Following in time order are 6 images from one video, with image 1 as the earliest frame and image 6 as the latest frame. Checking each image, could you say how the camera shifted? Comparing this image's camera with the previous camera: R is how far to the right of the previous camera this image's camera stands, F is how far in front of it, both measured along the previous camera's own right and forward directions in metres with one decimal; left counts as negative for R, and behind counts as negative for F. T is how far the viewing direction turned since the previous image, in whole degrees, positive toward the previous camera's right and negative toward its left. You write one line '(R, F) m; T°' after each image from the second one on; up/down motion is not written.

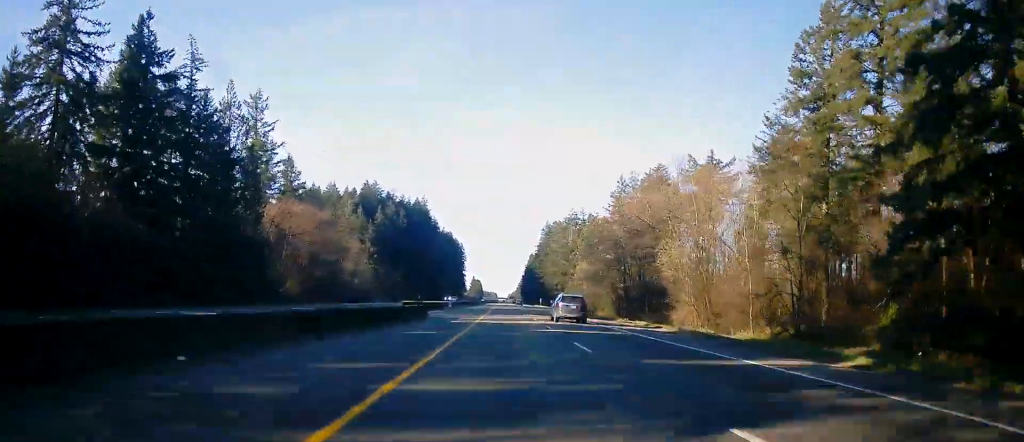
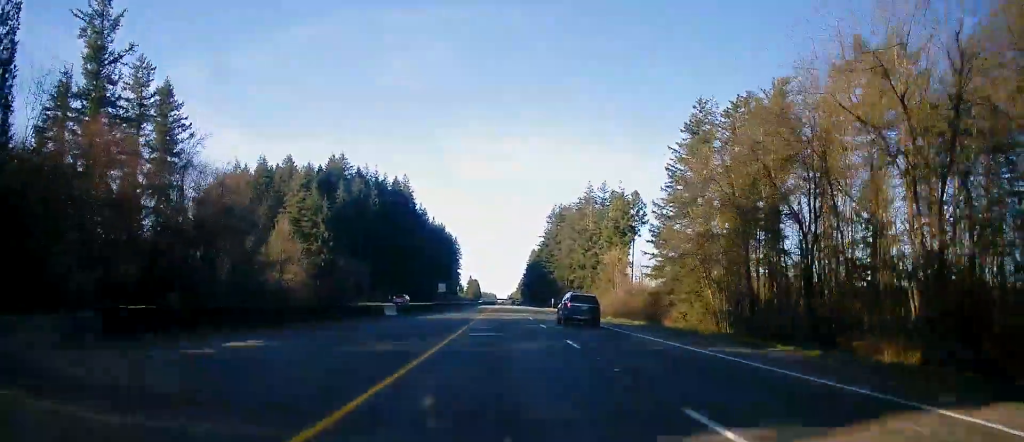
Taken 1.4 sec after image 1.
(+0.5, +47.9) m; 0°
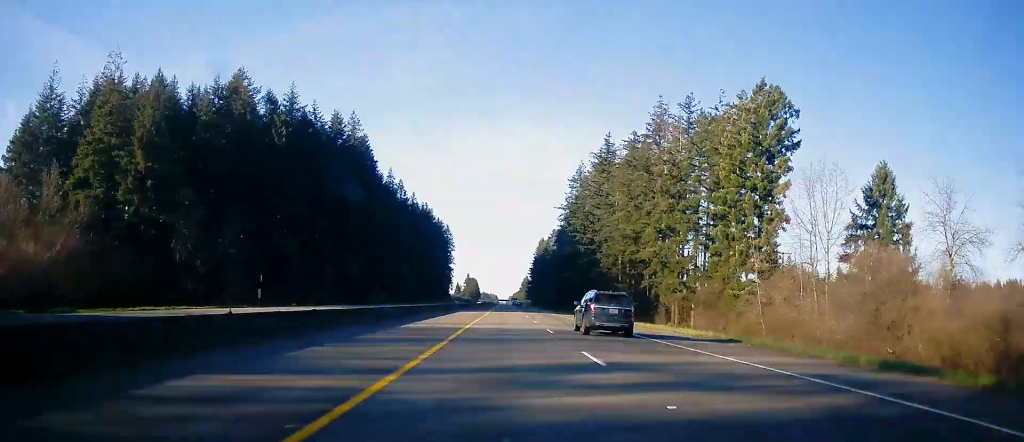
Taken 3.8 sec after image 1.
(-0.3, +77.9) m; 0°
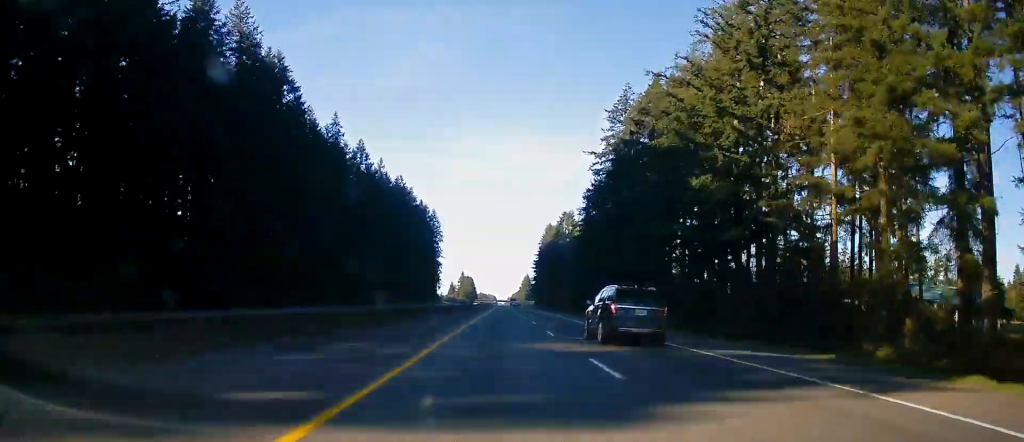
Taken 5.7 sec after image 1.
(0.0, +63.1) m; 0°
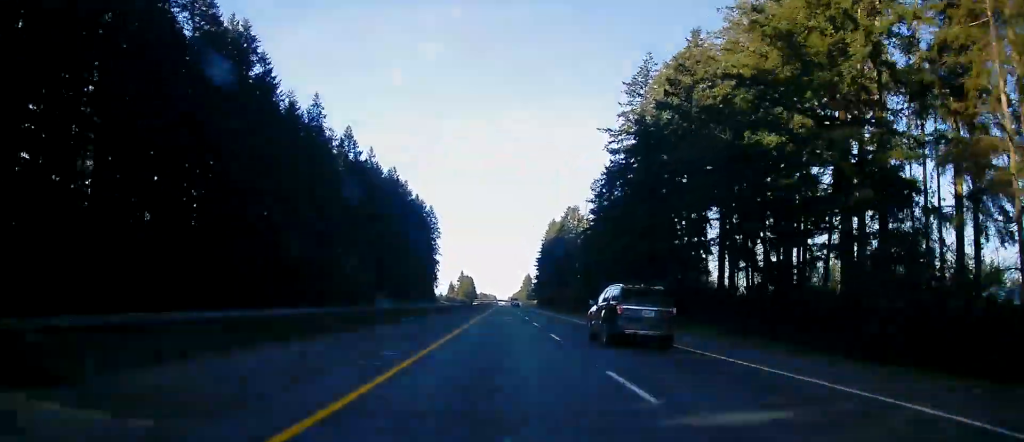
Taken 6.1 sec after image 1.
(0.0, +14.4) m; 0°
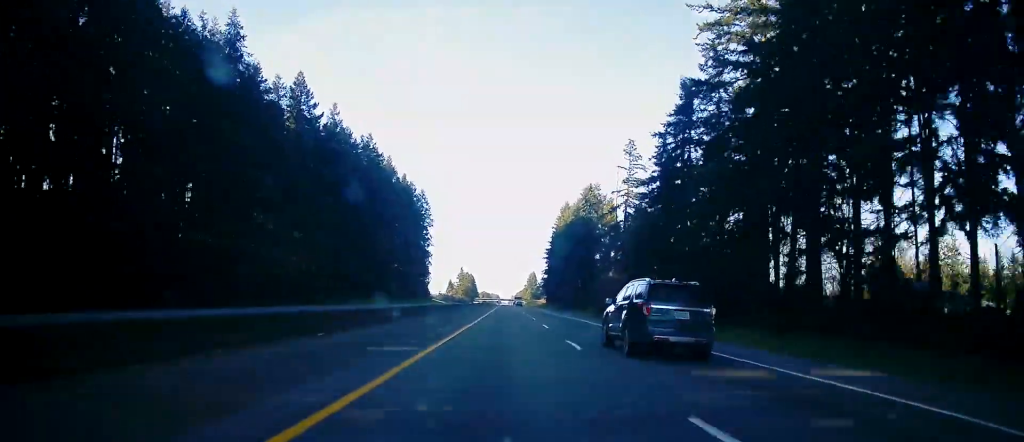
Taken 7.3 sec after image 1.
(0.0, +41.0) m; 0°
